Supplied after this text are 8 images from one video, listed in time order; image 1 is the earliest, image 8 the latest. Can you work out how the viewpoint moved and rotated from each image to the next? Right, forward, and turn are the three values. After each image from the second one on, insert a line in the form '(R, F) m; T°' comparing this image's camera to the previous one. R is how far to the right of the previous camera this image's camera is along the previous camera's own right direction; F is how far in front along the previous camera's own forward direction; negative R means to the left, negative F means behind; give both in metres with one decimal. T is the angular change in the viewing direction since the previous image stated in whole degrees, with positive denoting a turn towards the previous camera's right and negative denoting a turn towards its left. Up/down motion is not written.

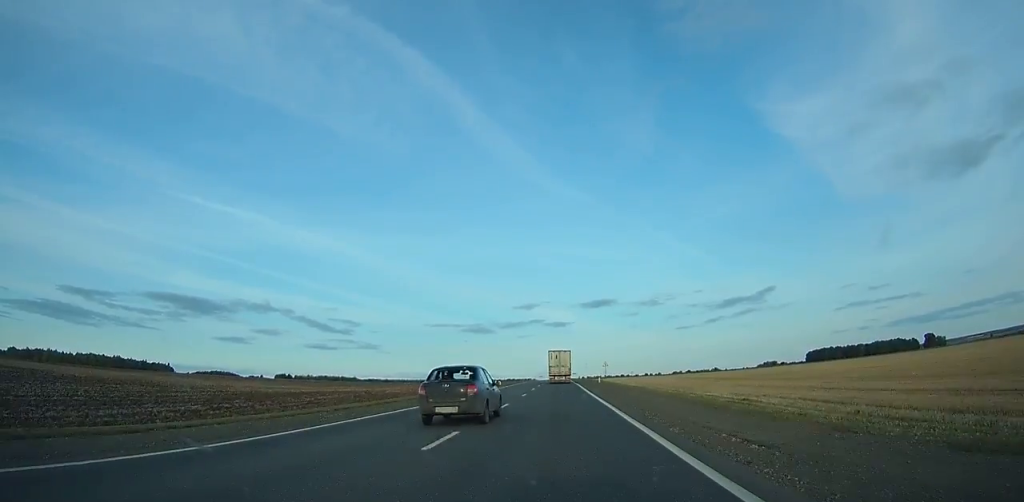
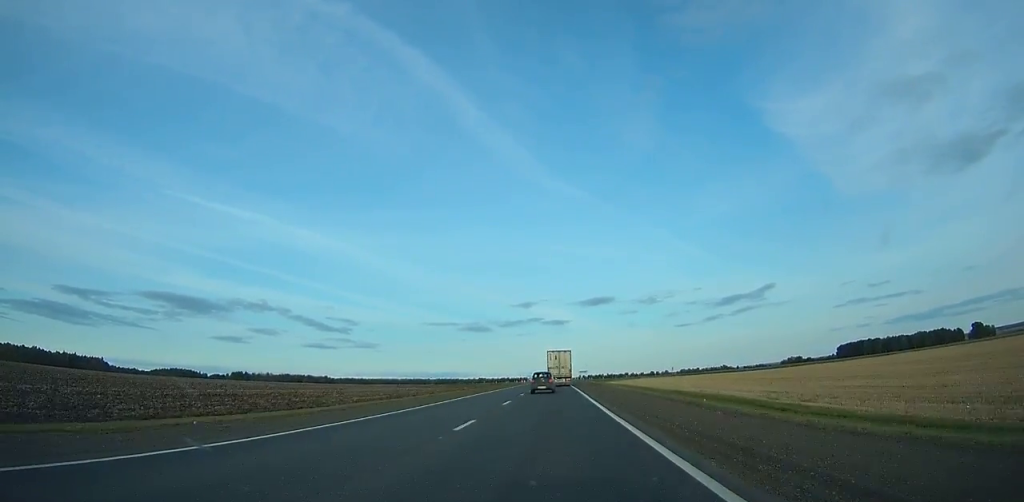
(+0.2, +131.2) m; 0°
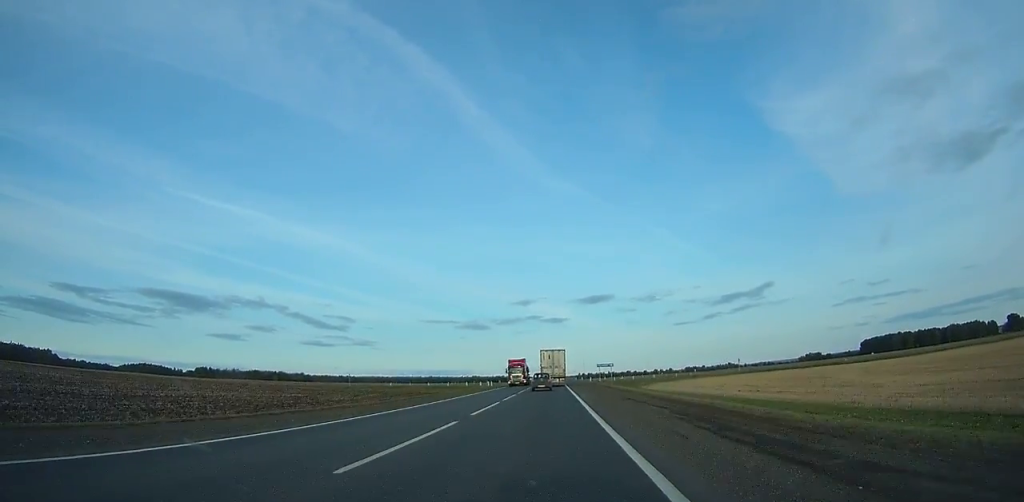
(-0.3, +84.2) m; 0°
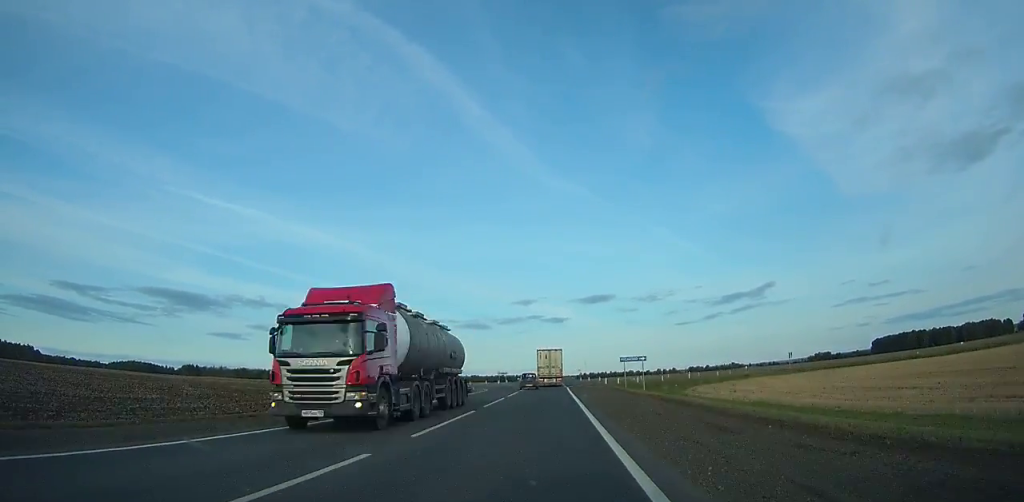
(0.0, +29.5) m; 0°
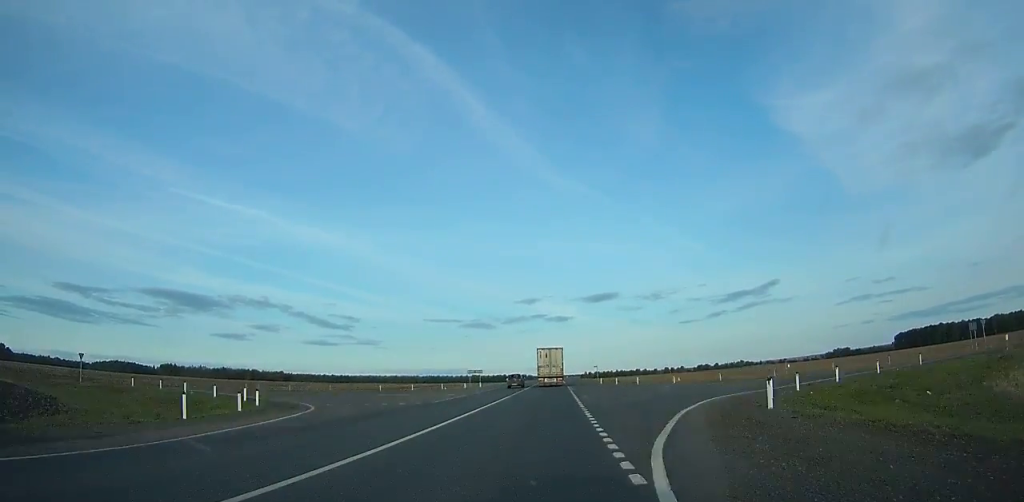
(-0.1, +48.5) m; 0°
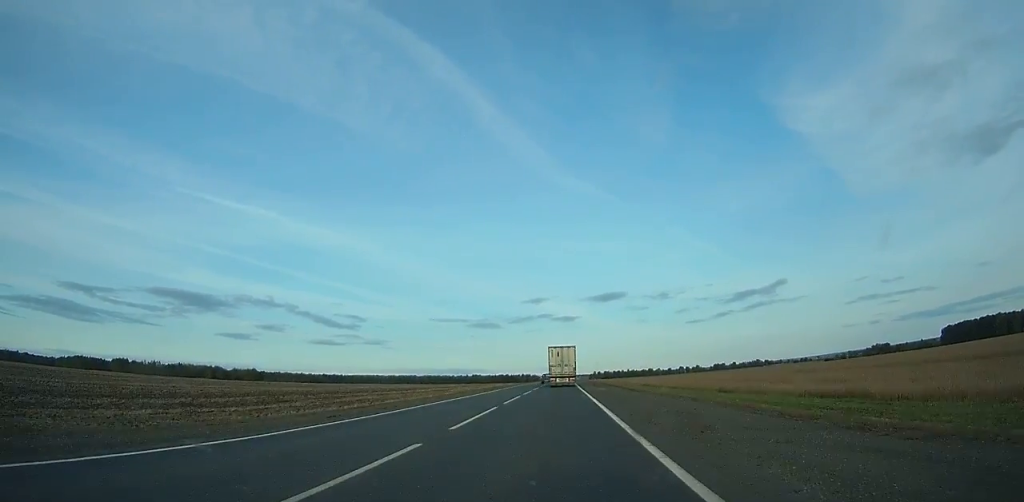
(-0.3, +87.8) m; 0°
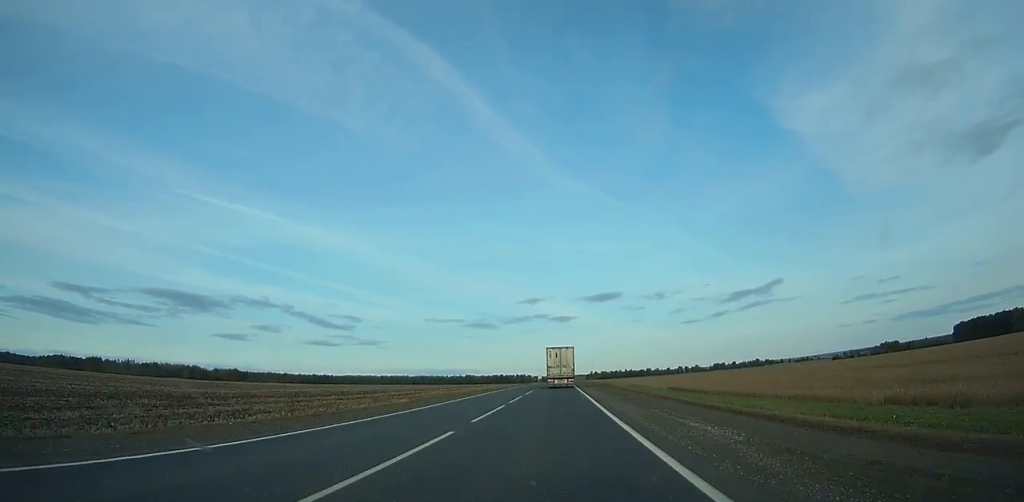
(0.0, +30.9) m; 0°
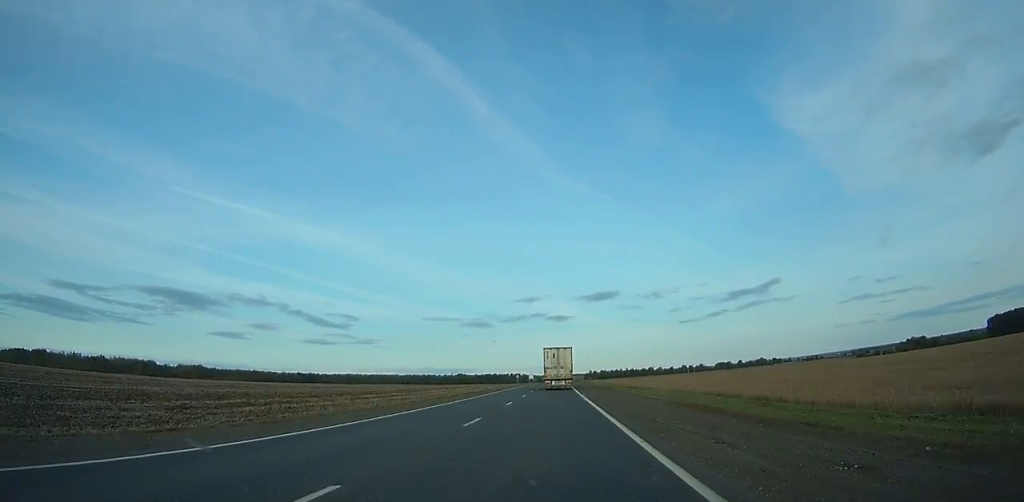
(+0.3, +63.0) m; 0°
